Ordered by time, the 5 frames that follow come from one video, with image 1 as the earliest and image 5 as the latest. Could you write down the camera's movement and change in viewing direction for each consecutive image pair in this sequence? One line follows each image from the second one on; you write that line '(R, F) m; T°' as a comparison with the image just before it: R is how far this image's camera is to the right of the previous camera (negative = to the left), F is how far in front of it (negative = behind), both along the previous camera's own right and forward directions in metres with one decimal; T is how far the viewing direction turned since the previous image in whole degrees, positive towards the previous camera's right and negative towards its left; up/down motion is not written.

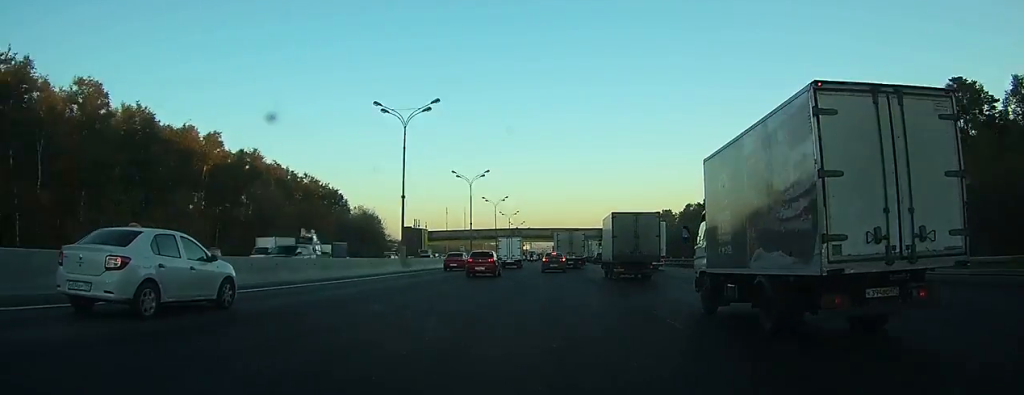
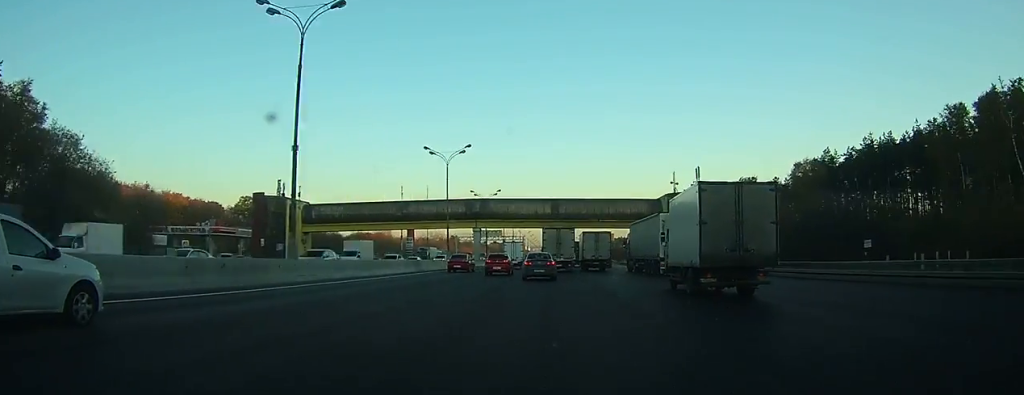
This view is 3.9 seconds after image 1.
(+0.3, +94.1) m; 0°
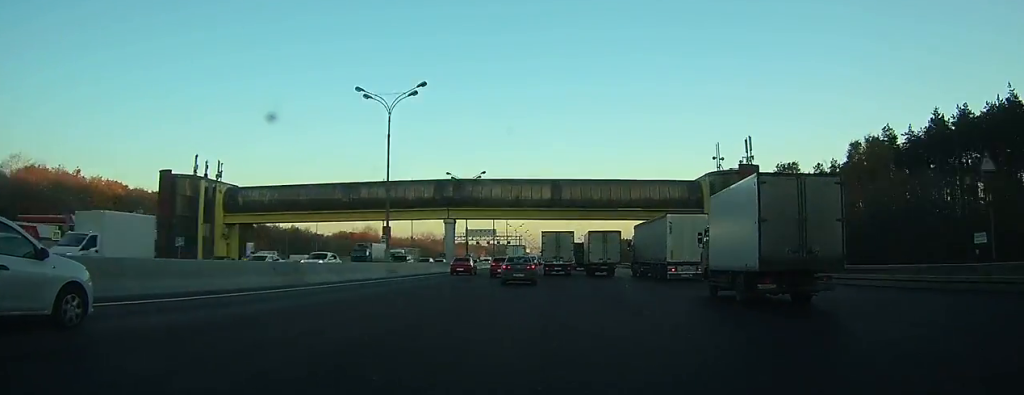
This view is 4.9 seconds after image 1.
(0.0, +24.8) m; 0°
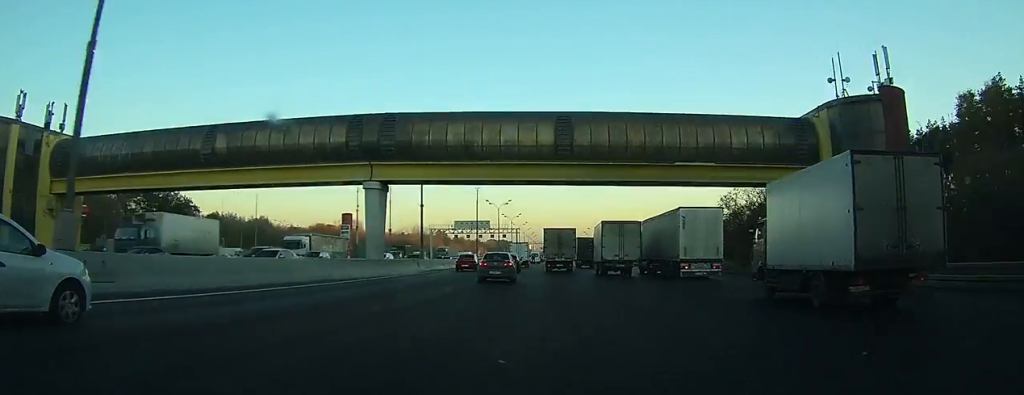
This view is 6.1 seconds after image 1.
(0.0, +30.1) m; 0°
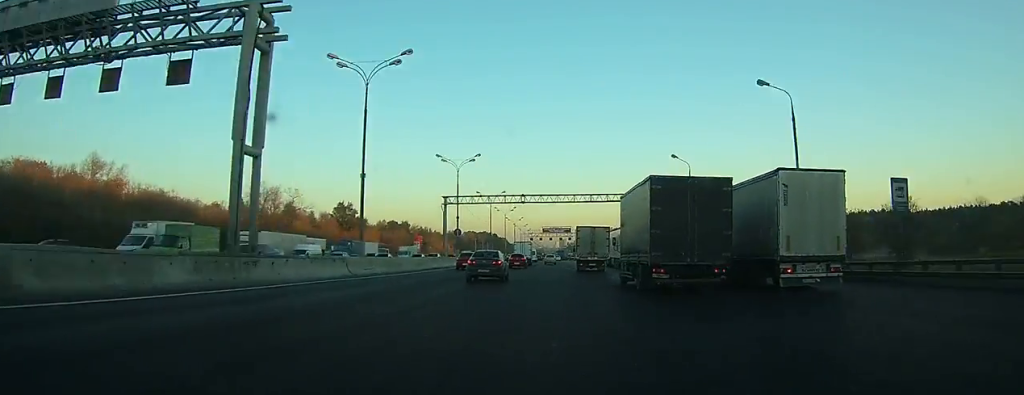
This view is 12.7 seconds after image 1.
(-1.2, +168.9) m; 0°
